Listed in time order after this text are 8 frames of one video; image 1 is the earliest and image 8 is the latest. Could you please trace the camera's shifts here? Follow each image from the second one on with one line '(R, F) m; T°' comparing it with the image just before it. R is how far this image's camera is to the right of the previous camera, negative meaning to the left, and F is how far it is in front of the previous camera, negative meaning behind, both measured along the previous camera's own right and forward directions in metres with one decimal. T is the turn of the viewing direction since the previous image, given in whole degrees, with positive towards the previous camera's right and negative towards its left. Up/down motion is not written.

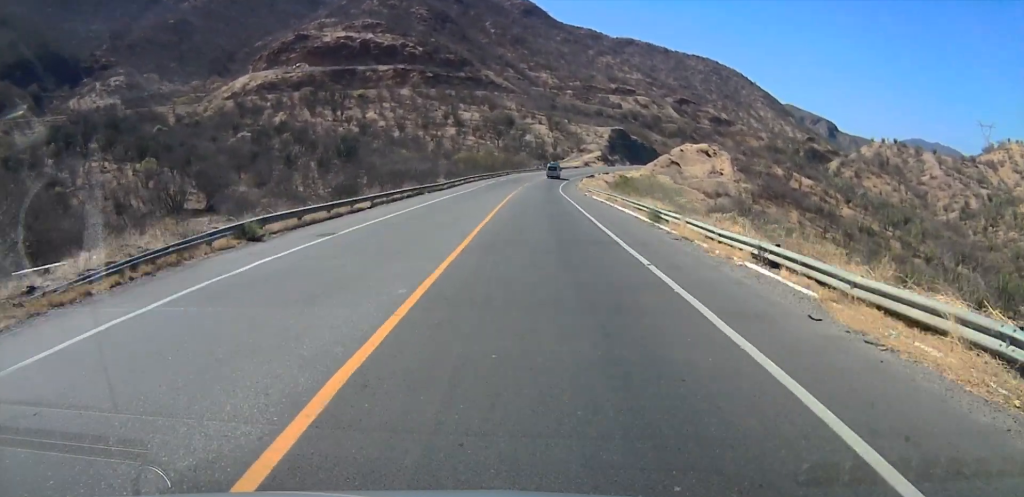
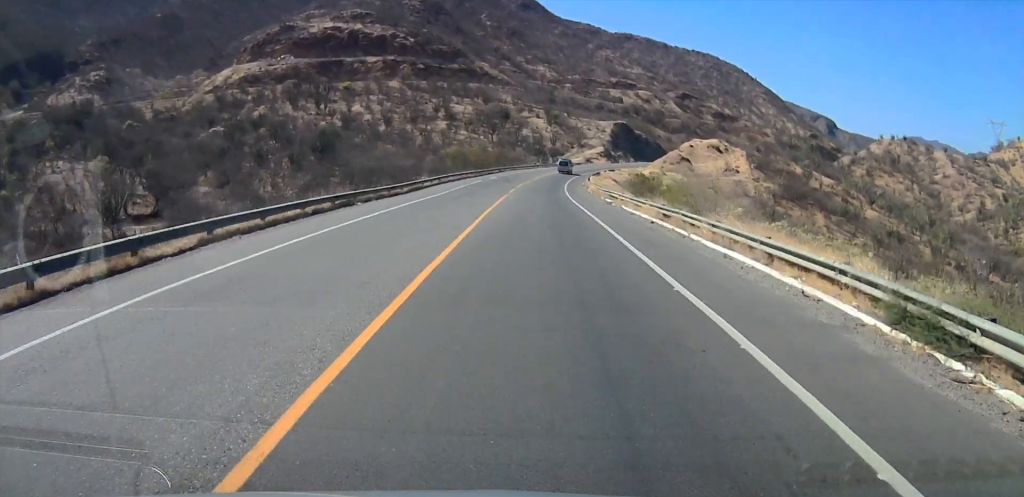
(+0.1, +18.5) m; 0°
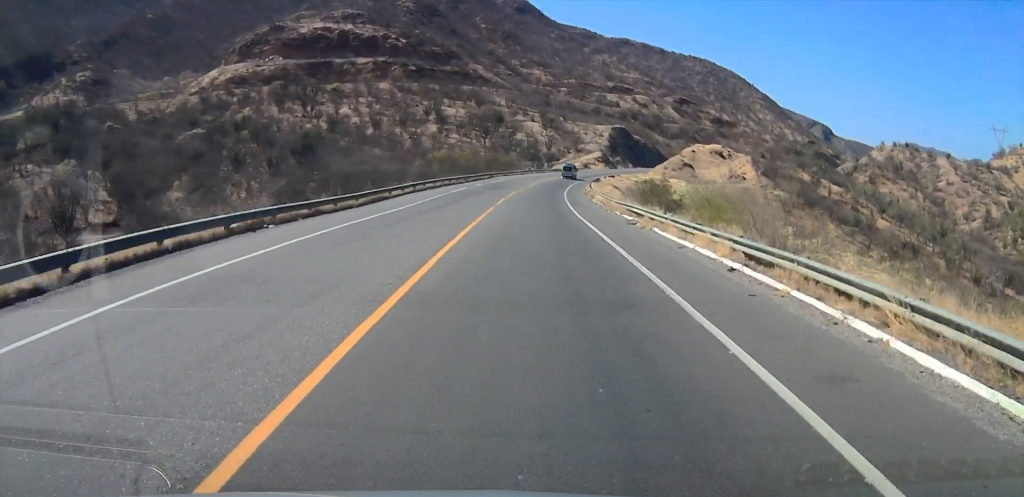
(-0.1, +10.1) m; 0°
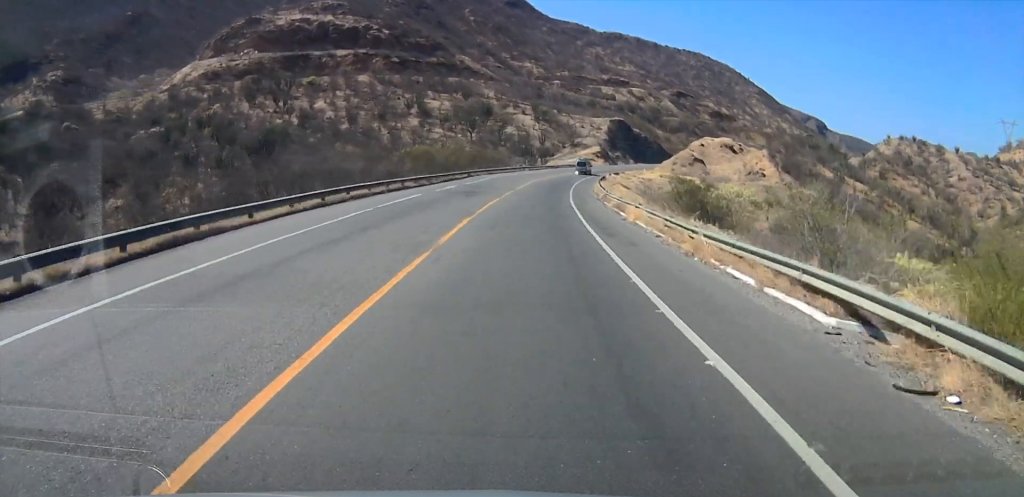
(-0.1, +20.3) m; 0°
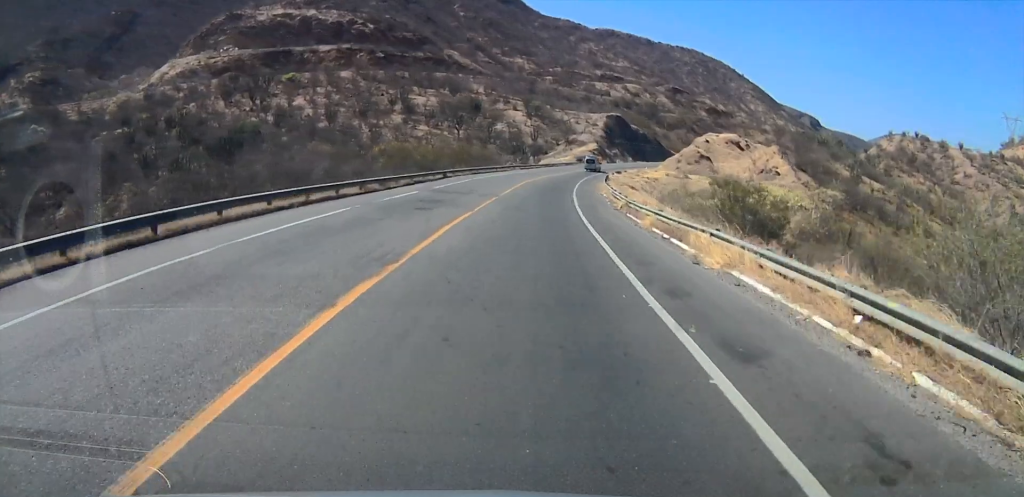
(0.0, +13.5) m; +1°
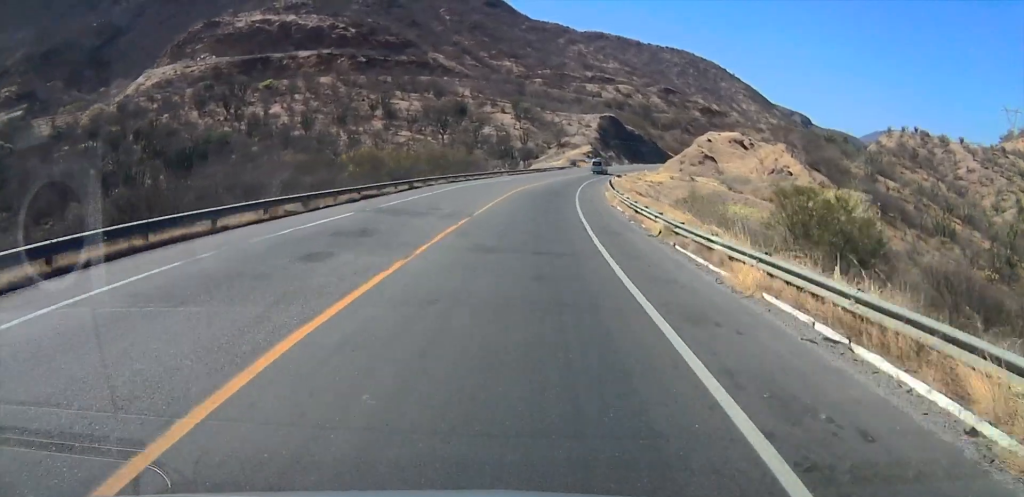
(+0.1, +11.9) m; +2°
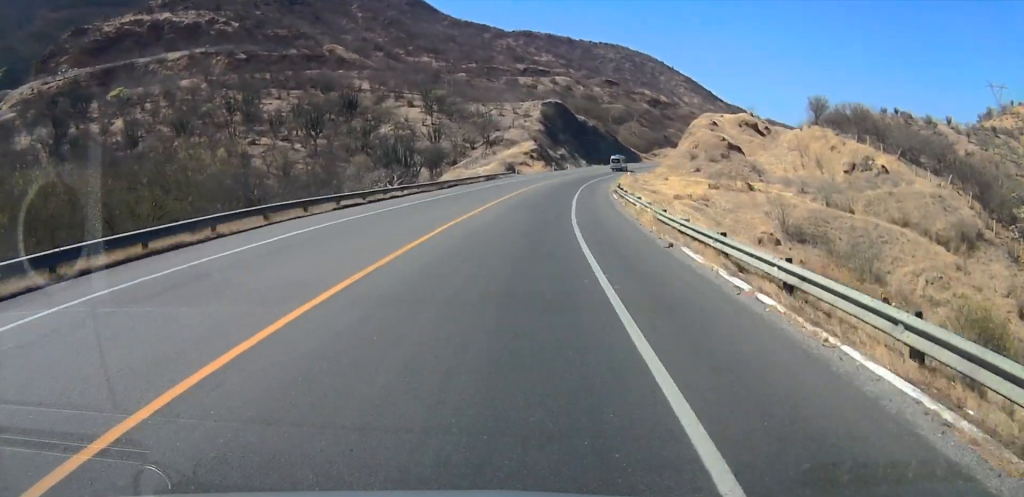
(+3.3, +55.8) m; +5°
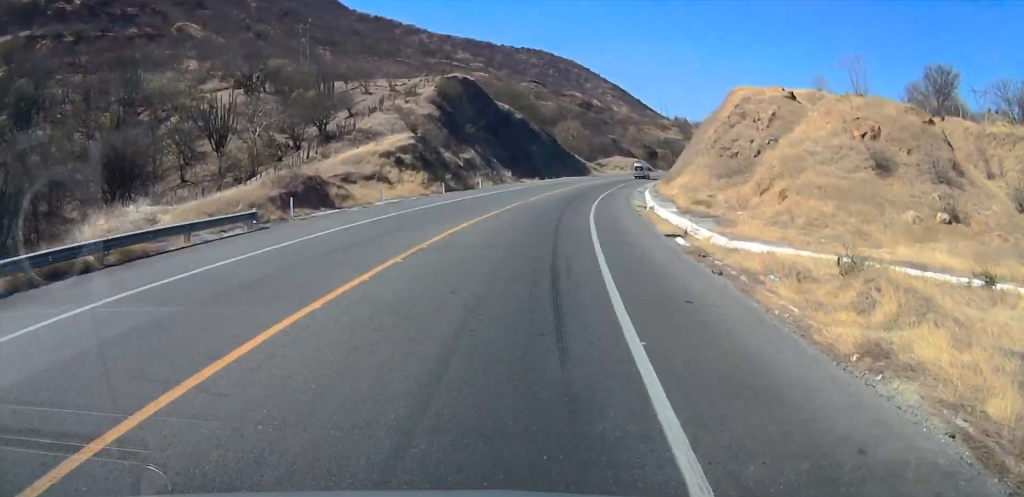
(+4.4, +58.4) m; +8°
